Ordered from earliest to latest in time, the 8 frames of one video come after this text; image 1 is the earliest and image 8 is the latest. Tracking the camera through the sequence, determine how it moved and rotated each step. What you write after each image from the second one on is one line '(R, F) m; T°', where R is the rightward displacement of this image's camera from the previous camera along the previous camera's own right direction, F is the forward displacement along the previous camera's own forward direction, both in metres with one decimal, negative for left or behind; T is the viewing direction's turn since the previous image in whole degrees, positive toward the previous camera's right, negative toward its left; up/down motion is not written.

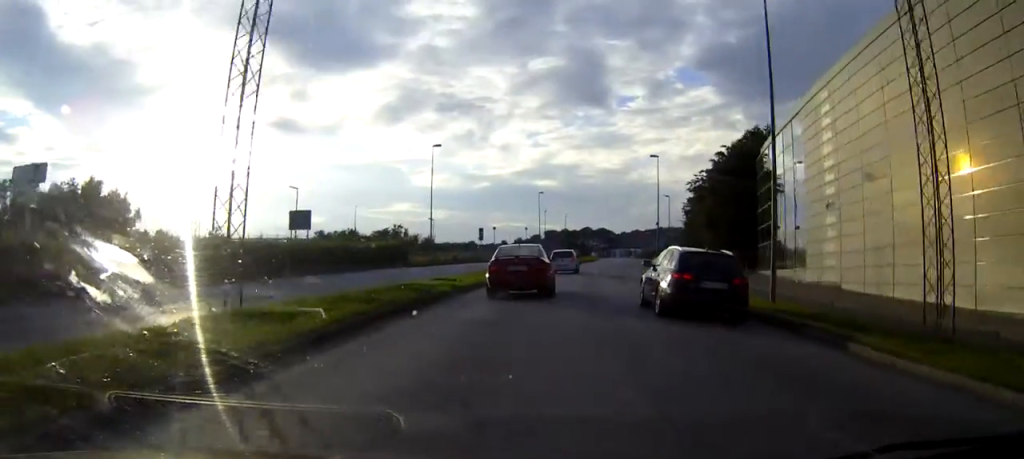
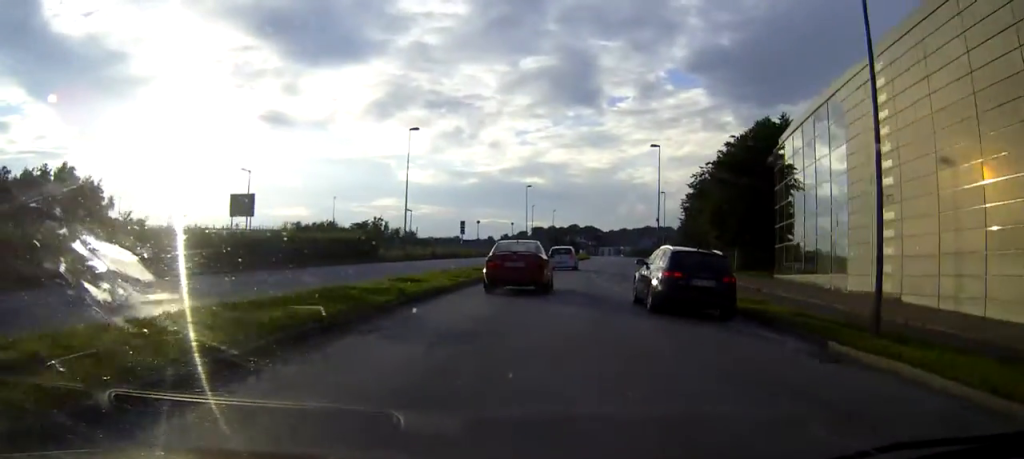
(+0.1, +6.4) m; +1°
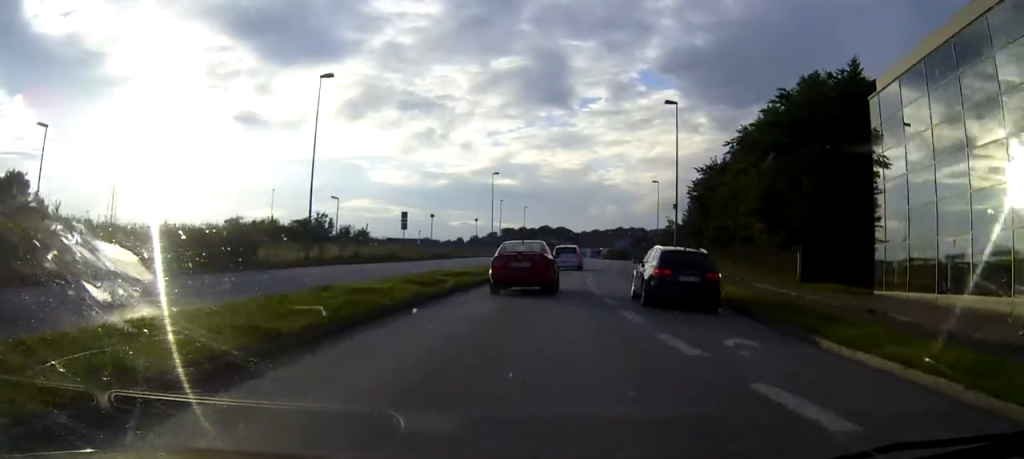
(+0.4, +17.8) m; +3°
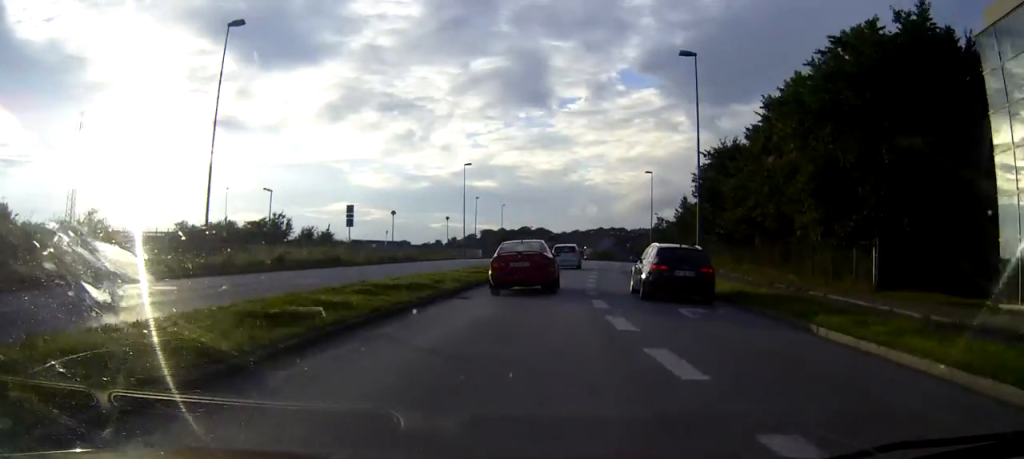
(+0.2, +10.4) m; +2°
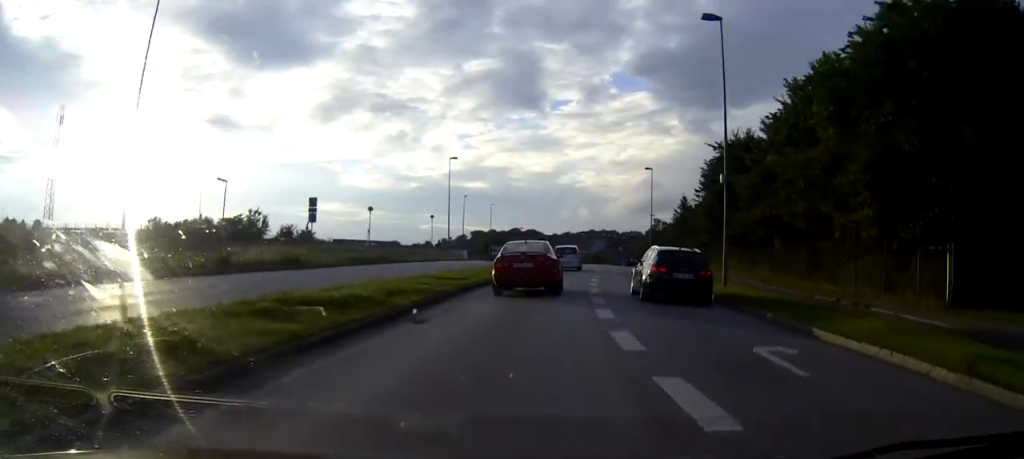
(0.0, +5.8) m; +1°
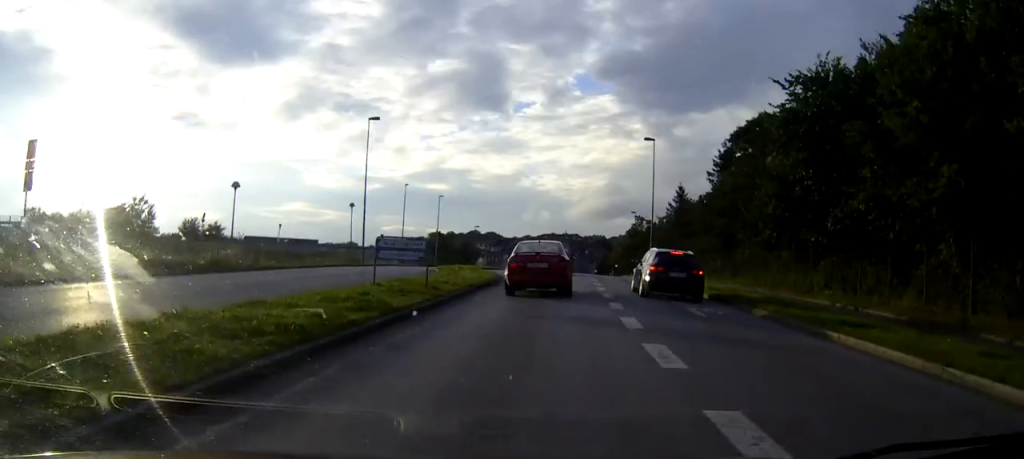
(+0.6, +21.7) m; +3°
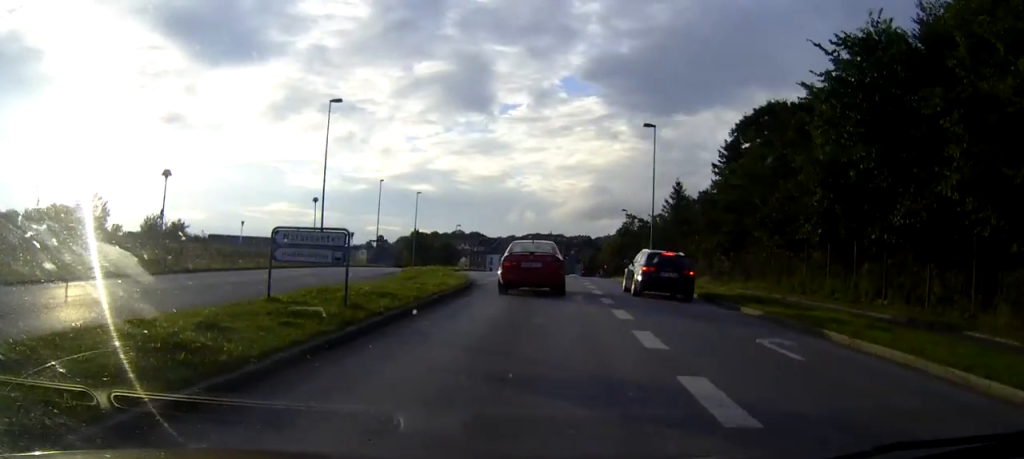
(+0.1, +6.7) m; +1°
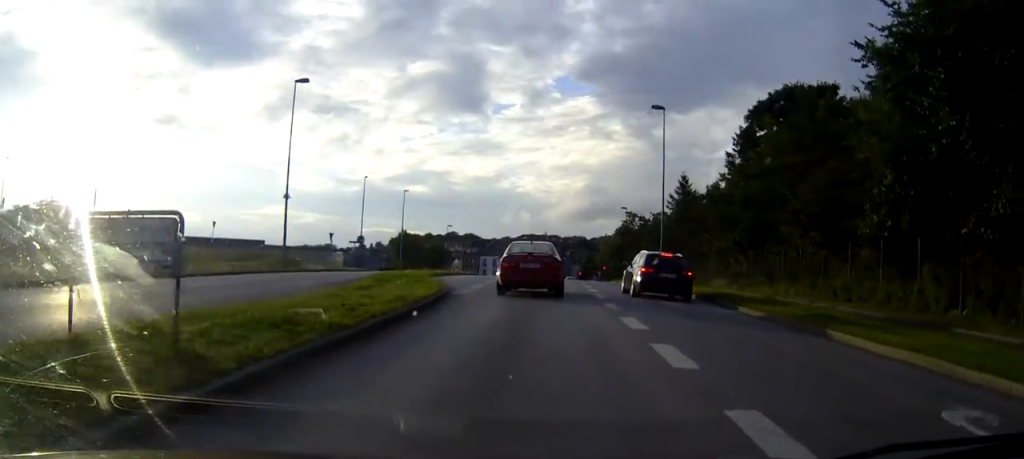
(+0.1, +5.7) m; +1°
